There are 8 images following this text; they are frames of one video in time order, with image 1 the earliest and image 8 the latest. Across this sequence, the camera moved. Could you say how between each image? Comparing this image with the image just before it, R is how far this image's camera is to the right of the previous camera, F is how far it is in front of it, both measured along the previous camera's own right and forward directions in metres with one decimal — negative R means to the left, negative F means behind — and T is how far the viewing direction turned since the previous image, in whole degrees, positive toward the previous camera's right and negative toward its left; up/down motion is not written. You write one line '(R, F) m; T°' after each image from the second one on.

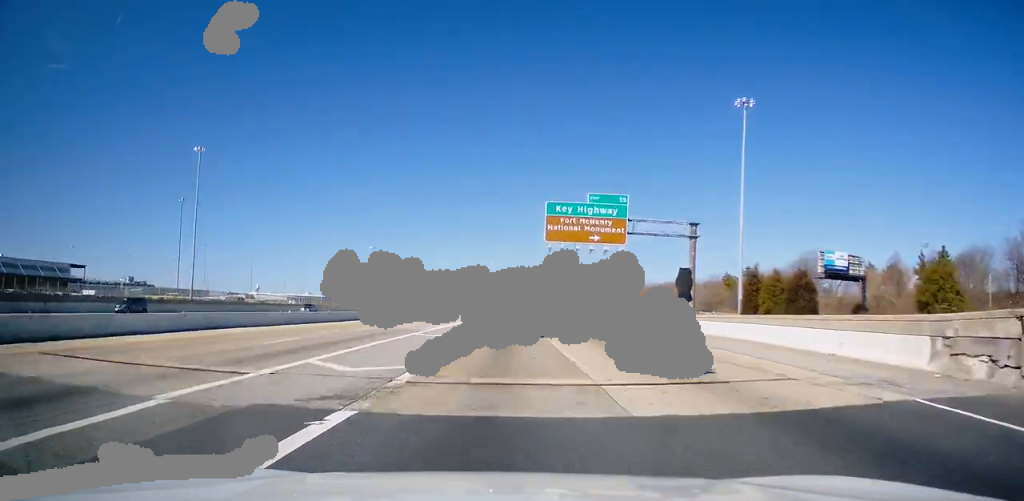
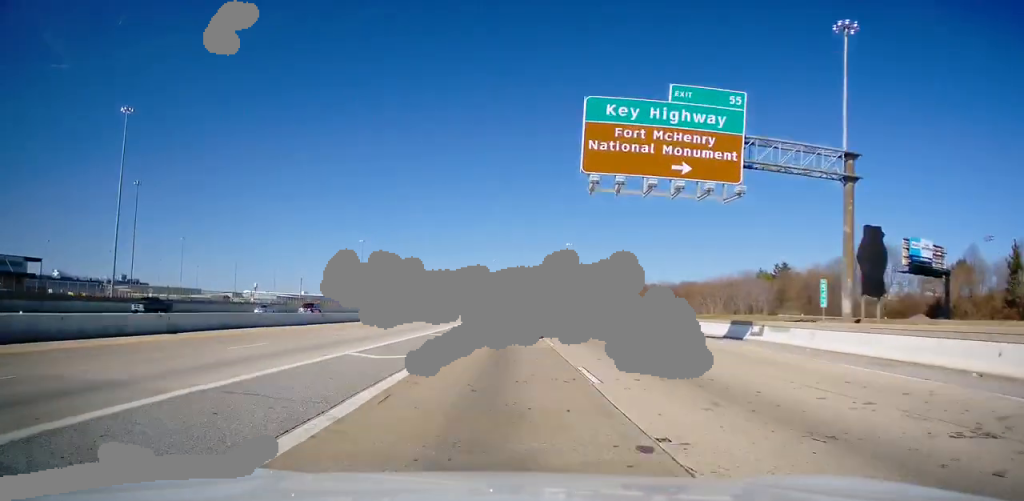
(+0.4, +27.3) m; -1°
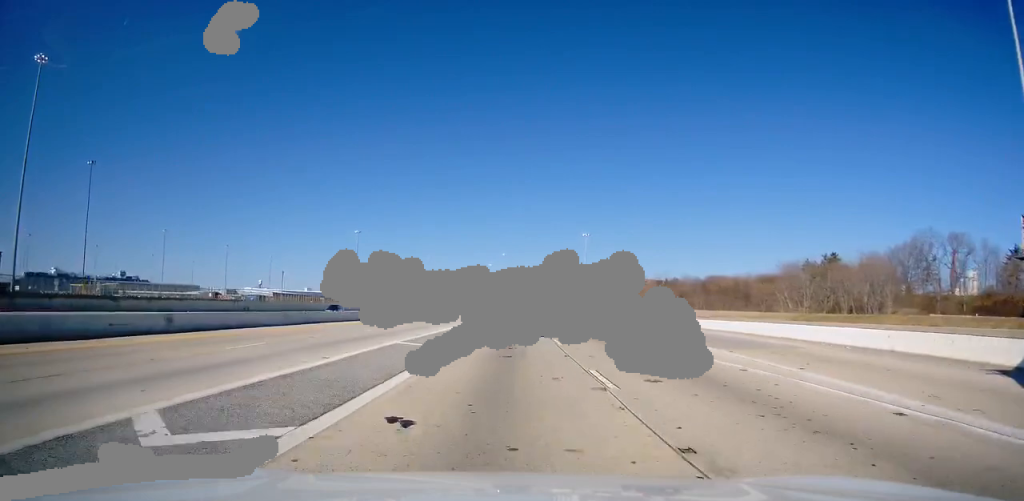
(-0.8, +25.5) m; -2°
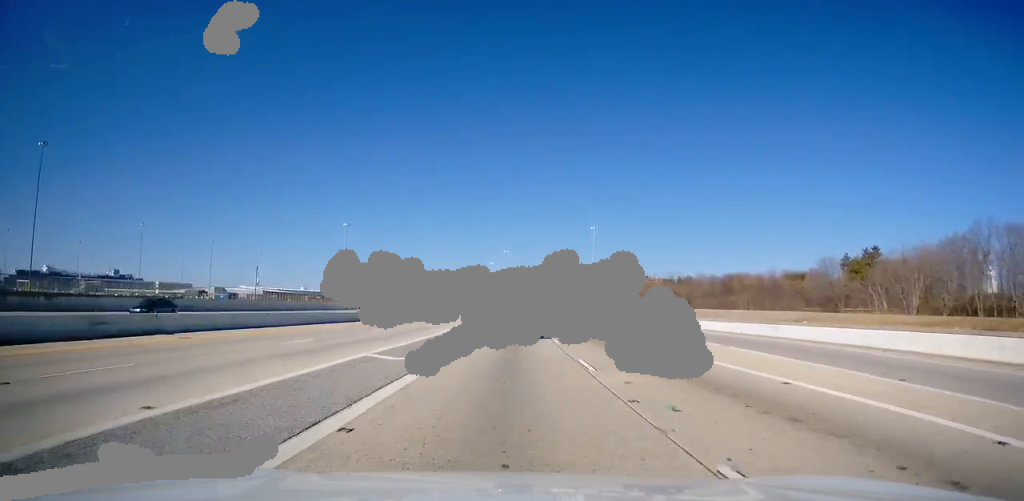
(-0.1, +20.2) m; +1°
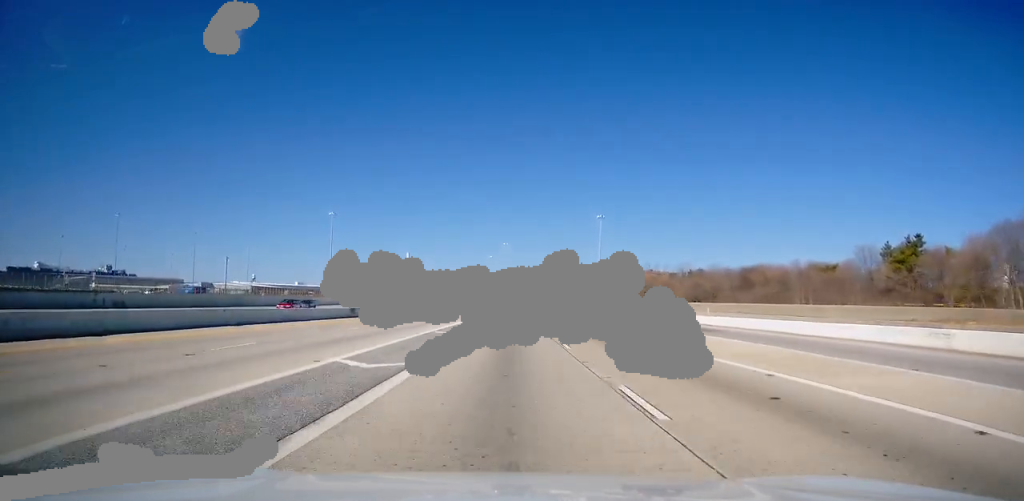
(+0.1, +17.8) m; +1°
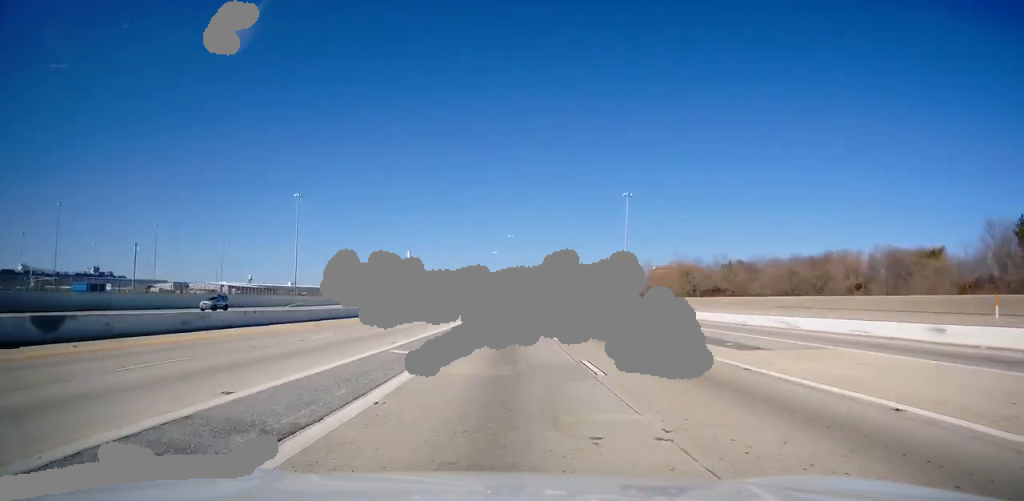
(-0.5, +40.9) m; -2°
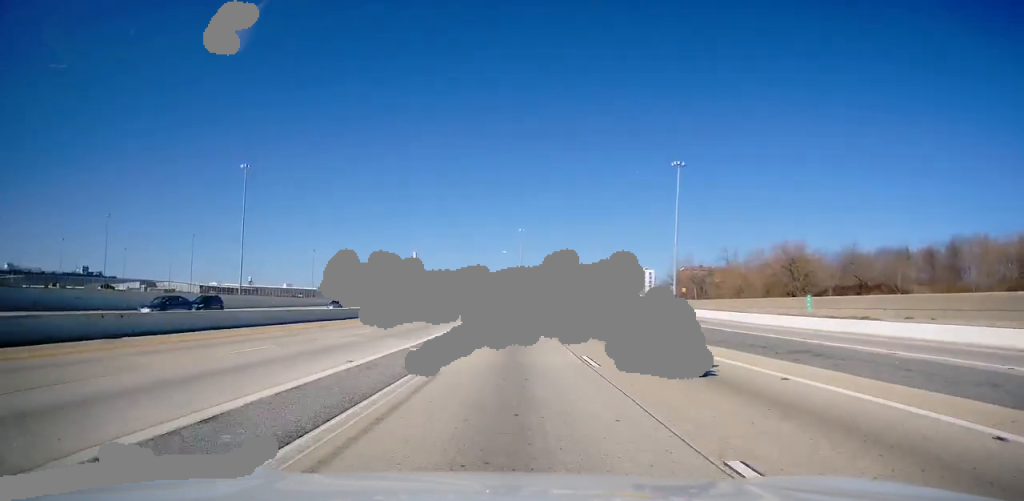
(-0.2, +44.1) m; 0°
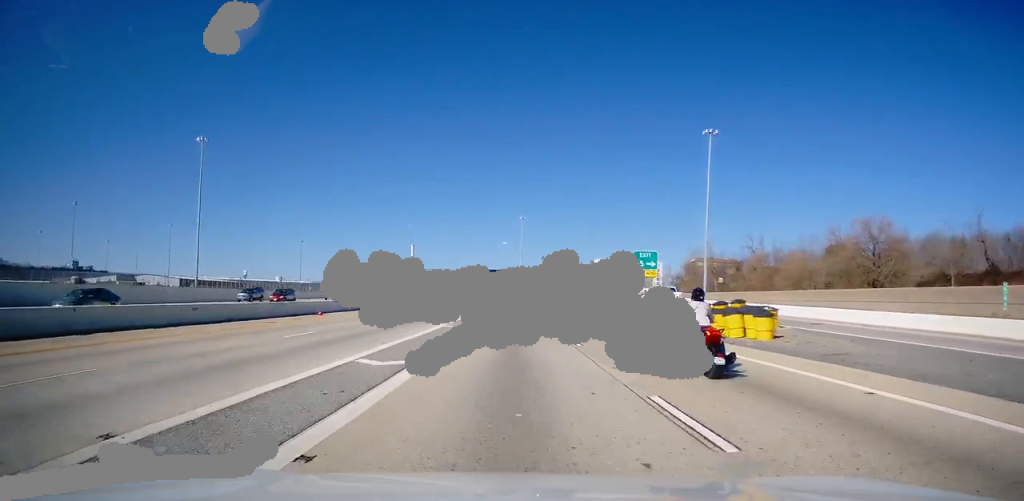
(-0.1, +20.1) m; +1°
